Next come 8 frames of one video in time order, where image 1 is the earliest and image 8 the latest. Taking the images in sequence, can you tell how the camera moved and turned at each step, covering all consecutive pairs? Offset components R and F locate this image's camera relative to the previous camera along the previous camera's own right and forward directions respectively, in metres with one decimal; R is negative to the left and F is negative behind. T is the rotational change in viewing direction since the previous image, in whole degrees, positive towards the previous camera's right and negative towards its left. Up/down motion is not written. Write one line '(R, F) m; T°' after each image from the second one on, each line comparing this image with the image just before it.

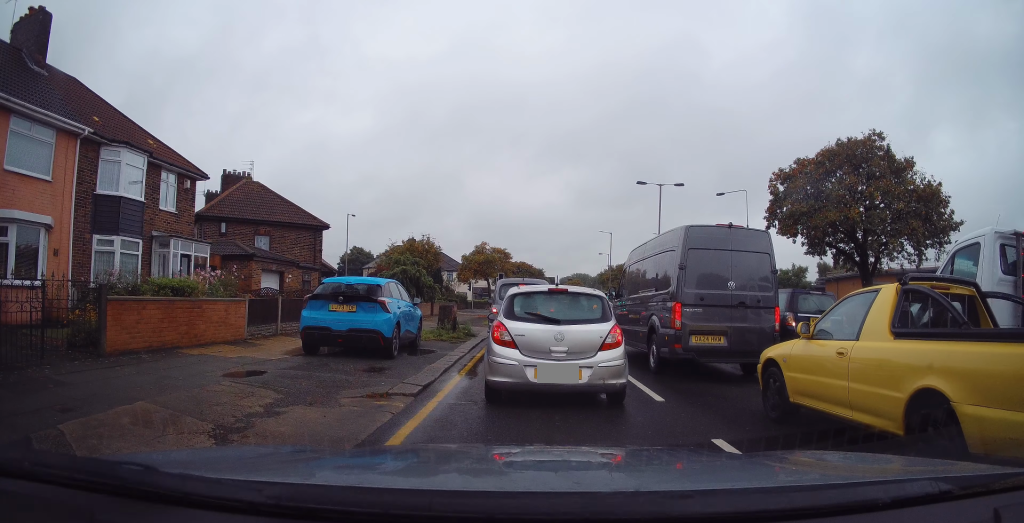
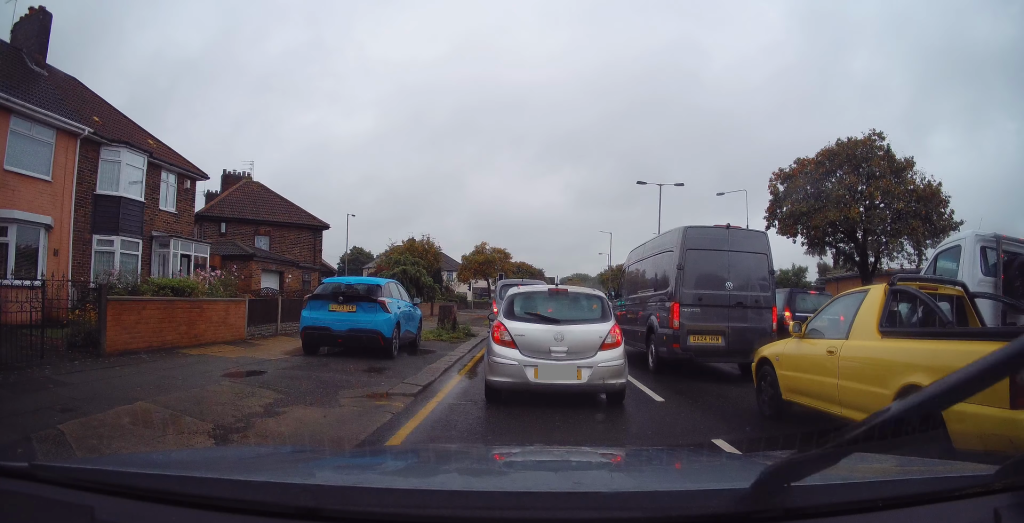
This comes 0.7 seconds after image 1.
(0.0, 0.0) m; 0°
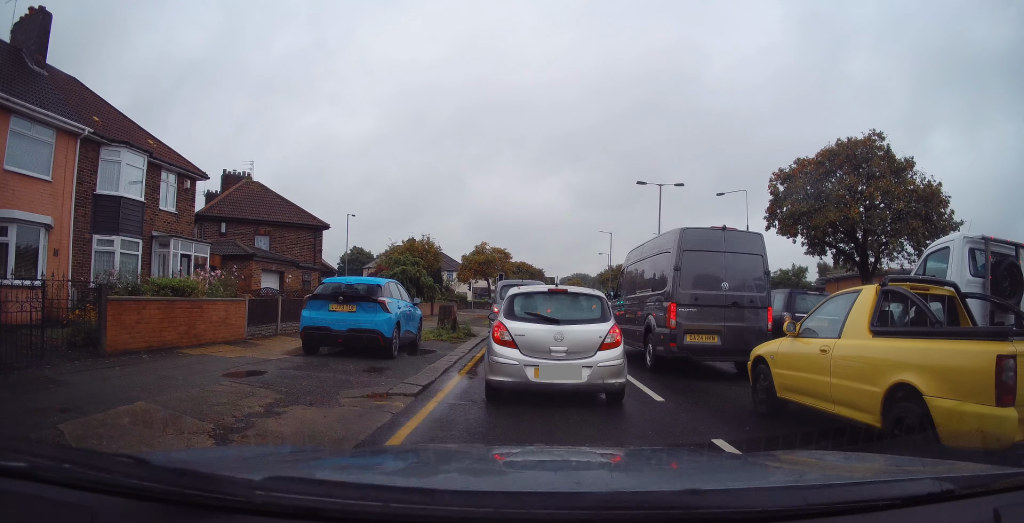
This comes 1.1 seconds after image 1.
(0.0, 0.0) m; 0°
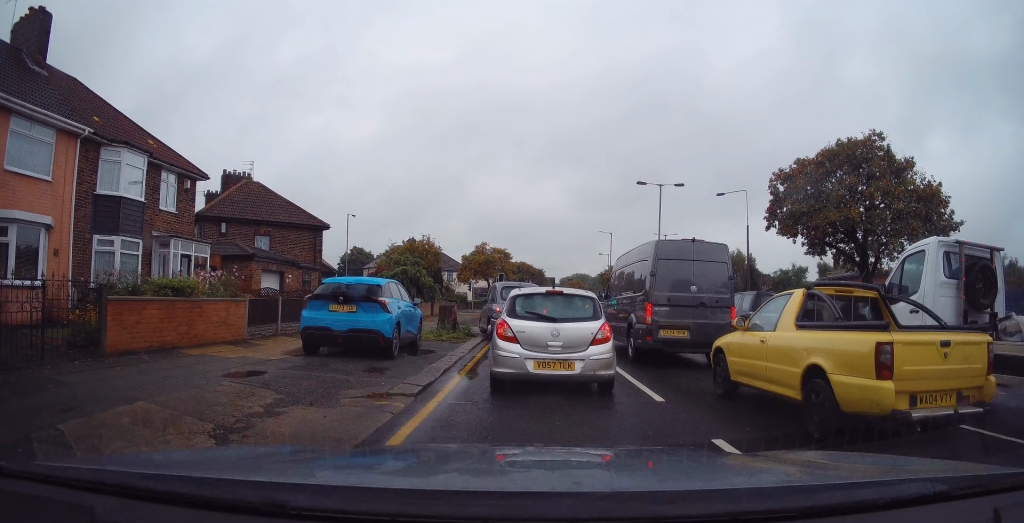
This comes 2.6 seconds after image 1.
(0.0, 0.0) m; 0°
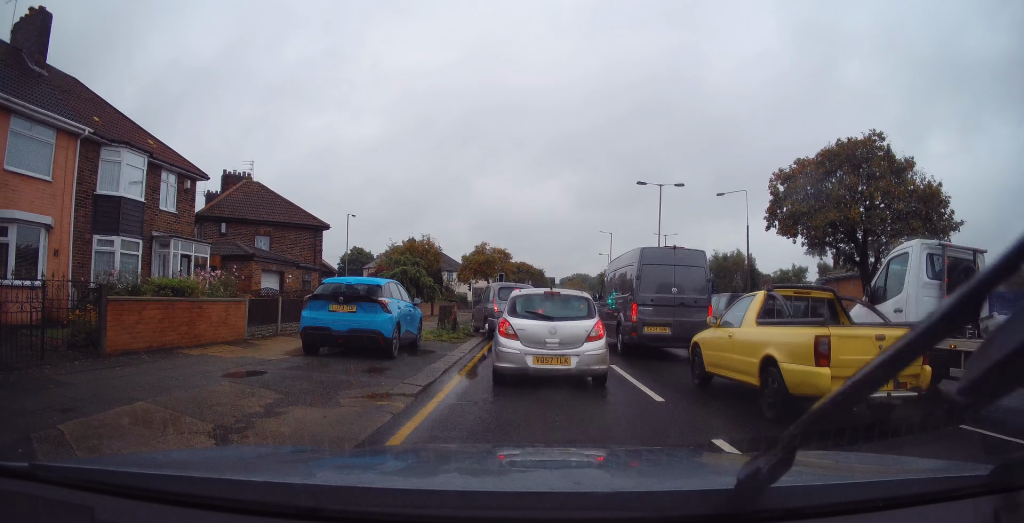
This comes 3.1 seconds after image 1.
(0.0, 0.0) m; 0°
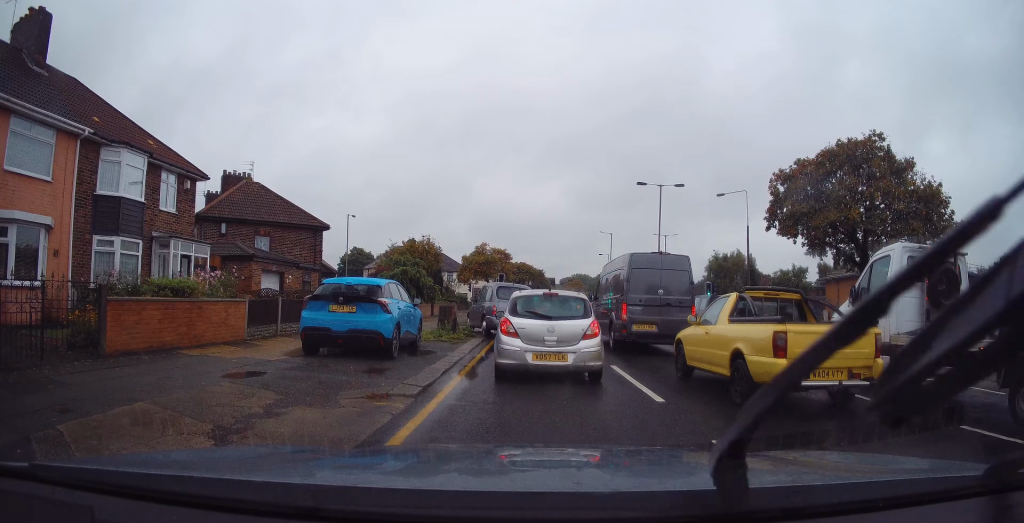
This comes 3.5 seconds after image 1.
(0.0, 0.0) m; 0°
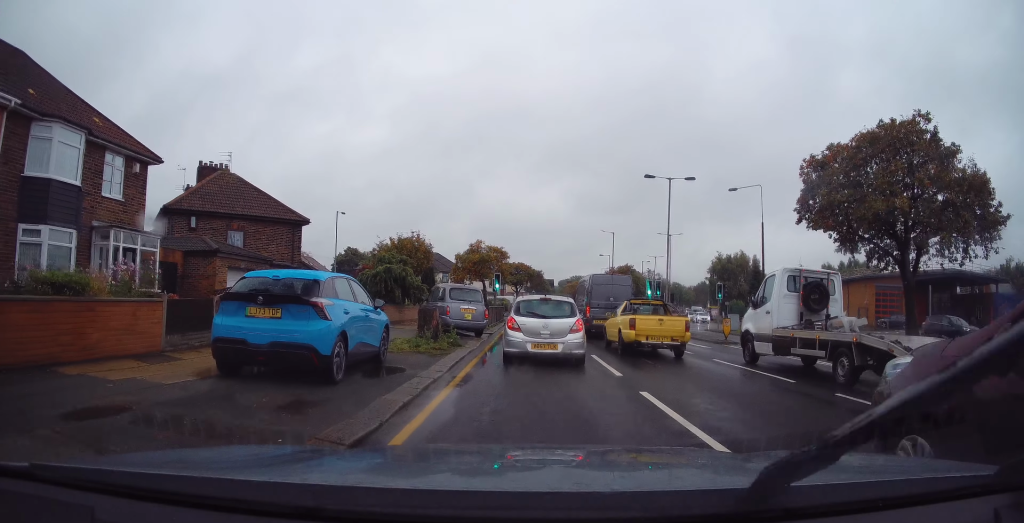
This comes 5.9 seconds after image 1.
(-0.3, +1.9) m; -5°
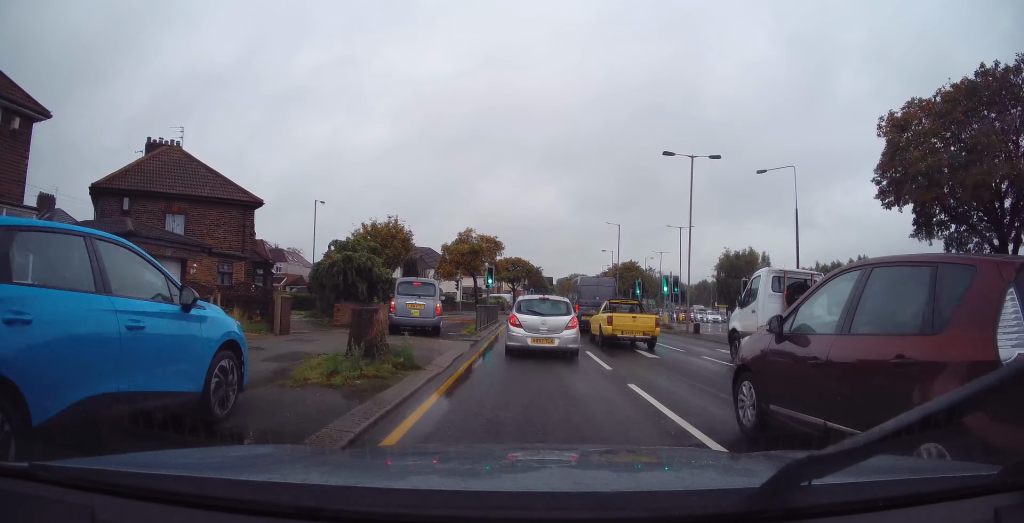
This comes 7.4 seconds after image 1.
(-0.1, +4.5) m; -4°
